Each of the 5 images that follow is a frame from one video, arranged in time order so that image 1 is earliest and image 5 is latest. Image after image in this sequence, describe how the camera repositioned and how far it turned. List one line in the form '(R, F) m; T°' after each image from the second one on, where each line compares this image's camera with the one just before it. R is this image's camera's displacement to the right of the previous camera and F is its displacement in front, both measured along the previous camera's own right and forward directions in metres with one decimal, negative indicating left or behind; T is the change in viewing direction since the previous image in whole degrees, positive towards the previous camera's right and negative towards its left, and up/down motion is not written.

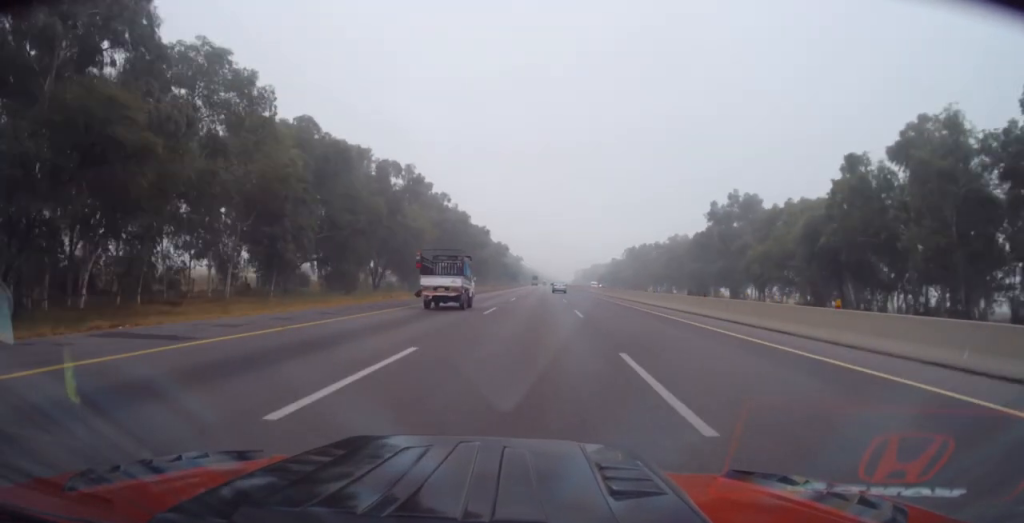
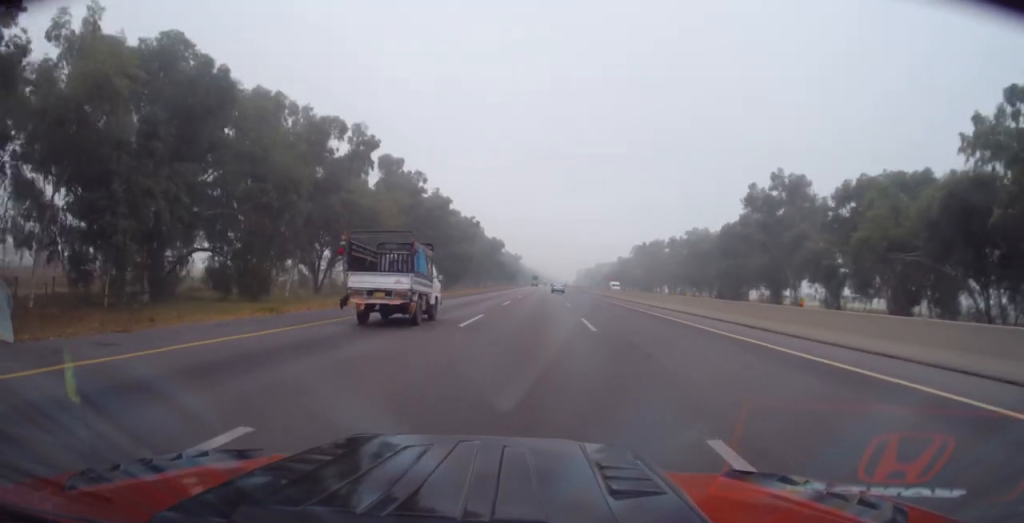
(0.0, +24.1) m; 0°
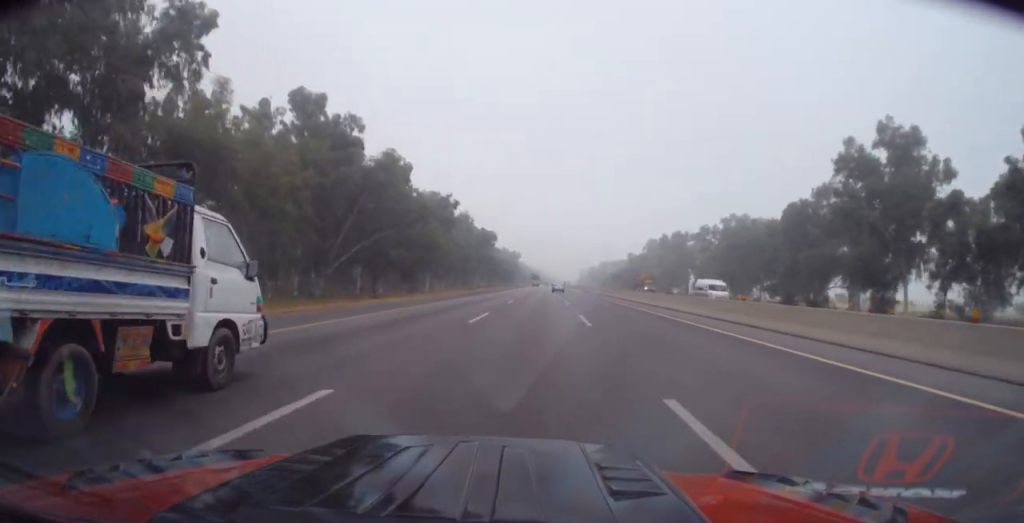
(+0.5, +34.1) m; +1°
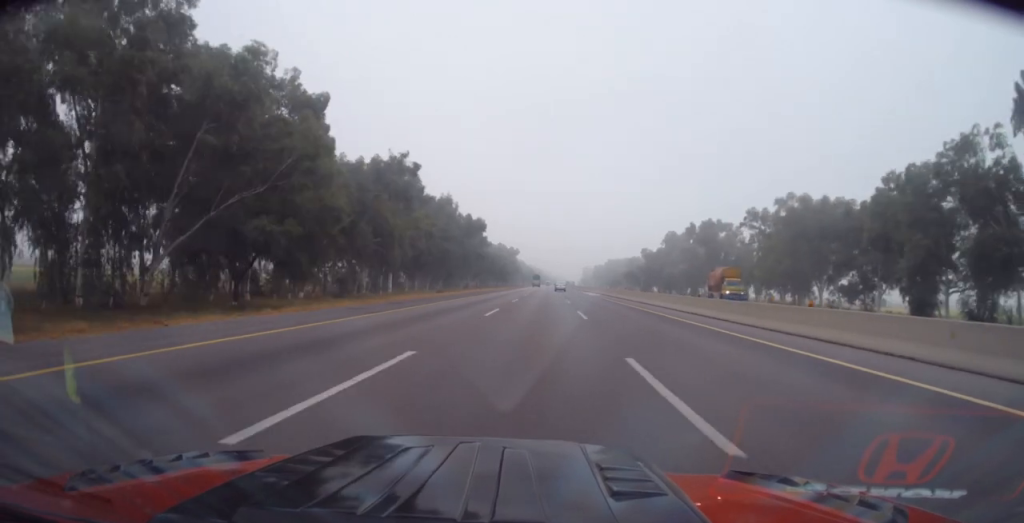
(-0.3, +32.3) m; -1°
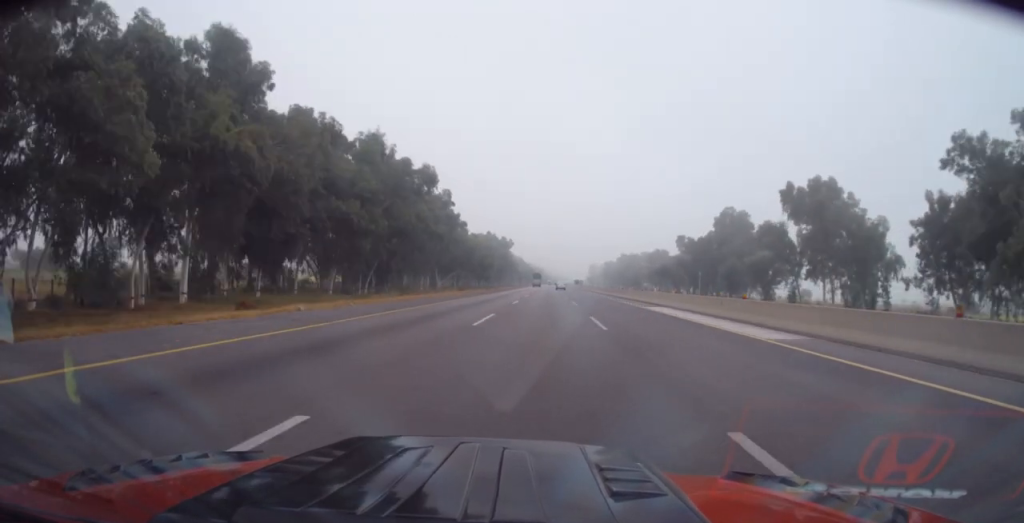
(-0.1, +59.0) m; +1°
